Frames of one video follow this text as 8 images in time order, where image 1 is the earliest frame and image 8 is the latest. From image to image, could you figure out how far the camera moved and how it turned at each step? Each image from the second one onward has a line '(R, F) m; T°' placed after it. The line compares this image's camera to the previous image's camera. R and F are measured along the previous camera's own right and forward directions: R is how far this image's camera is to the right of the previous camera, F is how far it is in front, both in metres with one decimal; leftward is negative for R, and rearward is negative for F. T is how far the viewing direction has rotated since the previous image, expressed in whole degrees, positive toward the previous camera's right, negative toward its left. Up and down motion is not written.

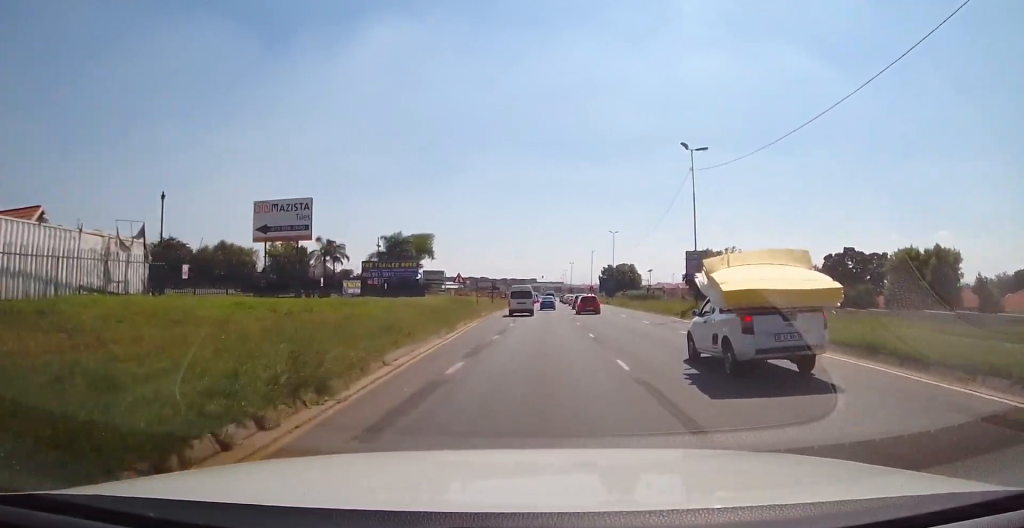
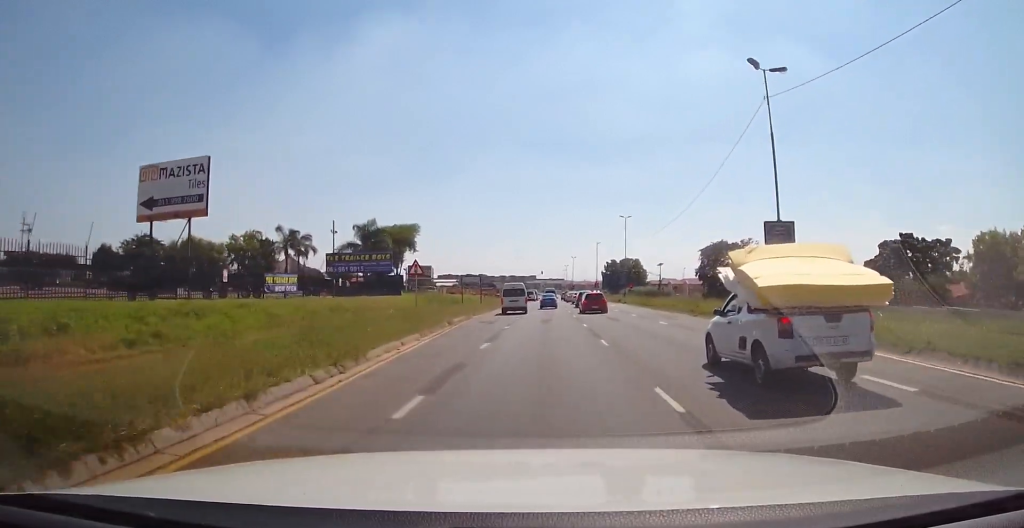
(-0.4, +13.2) m; -2°
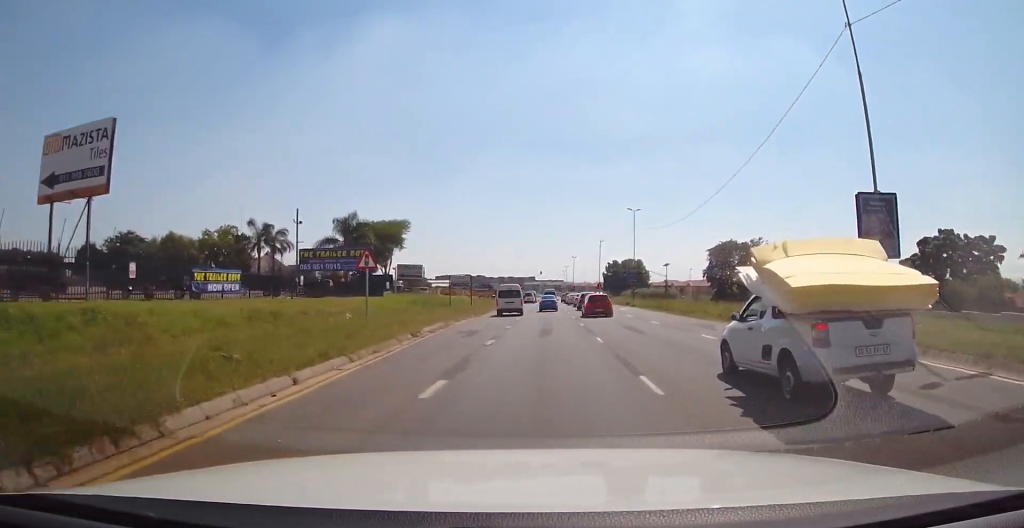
(0.0, +7.4) m; 0°
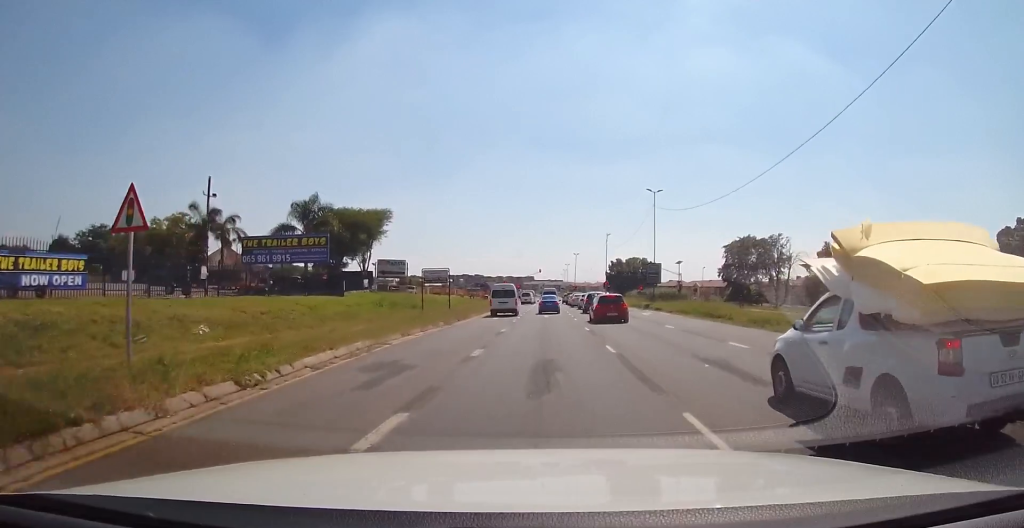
(+0.1, +12.1) m; 0°
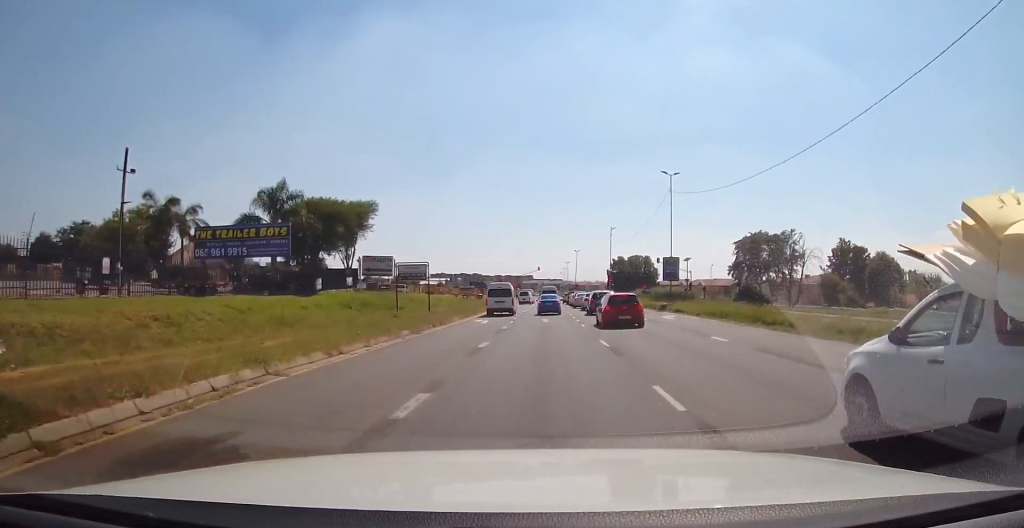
(0.0, +7.2) m; -1°
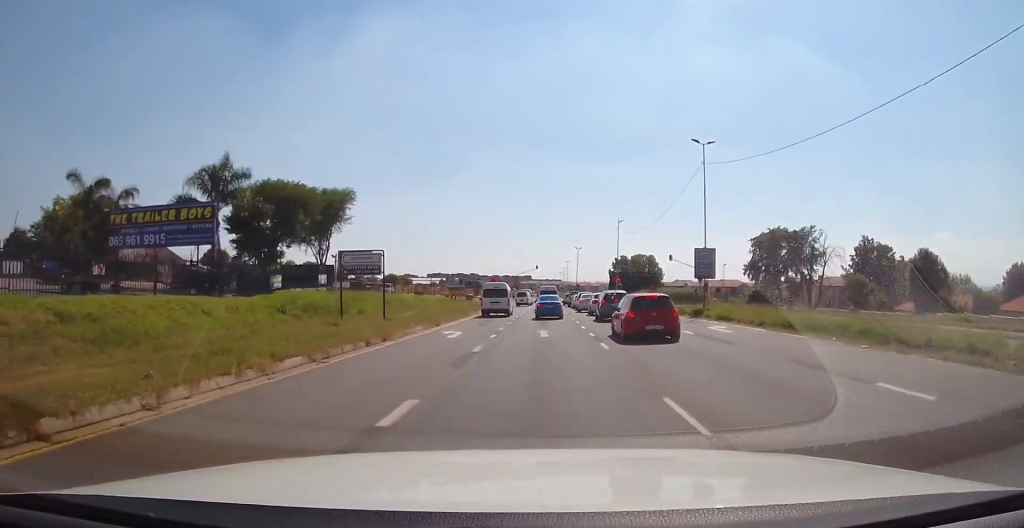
(-0.1, +9.9) m; -2°
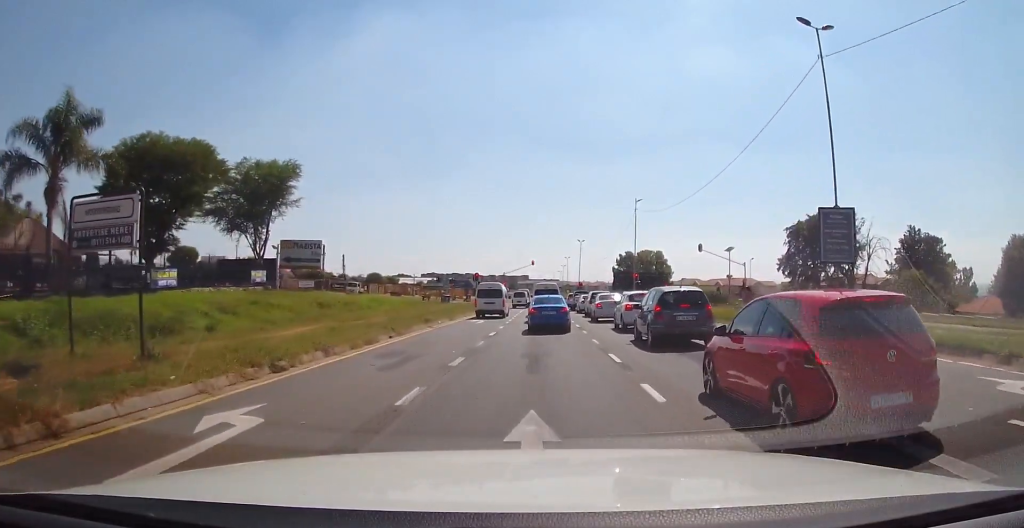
(-0.2, +17.0) m; 0°
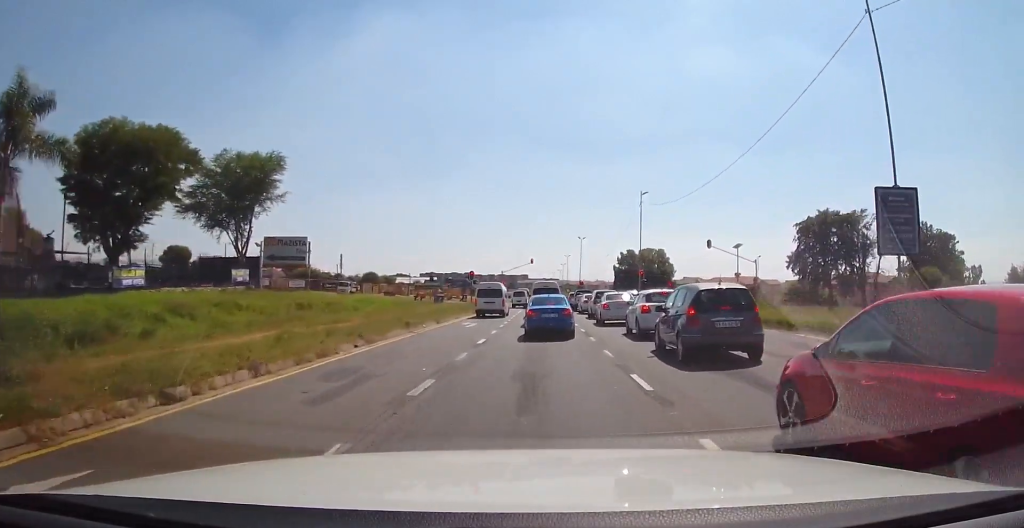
(0.0, +4.1) m; 0°
